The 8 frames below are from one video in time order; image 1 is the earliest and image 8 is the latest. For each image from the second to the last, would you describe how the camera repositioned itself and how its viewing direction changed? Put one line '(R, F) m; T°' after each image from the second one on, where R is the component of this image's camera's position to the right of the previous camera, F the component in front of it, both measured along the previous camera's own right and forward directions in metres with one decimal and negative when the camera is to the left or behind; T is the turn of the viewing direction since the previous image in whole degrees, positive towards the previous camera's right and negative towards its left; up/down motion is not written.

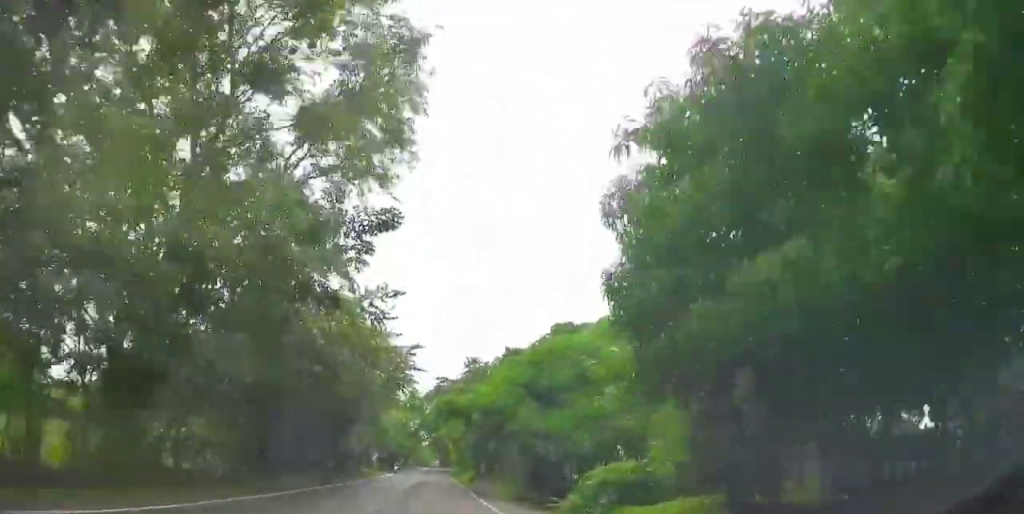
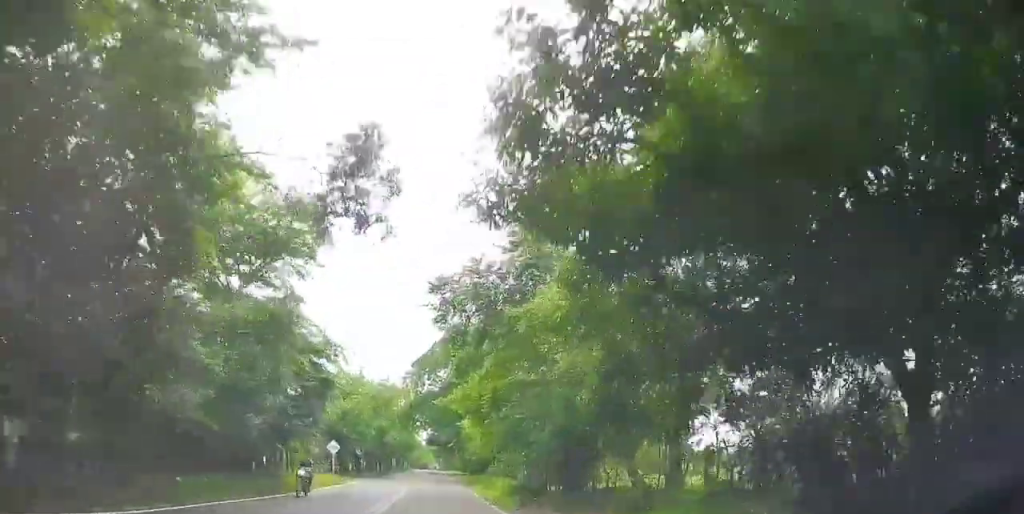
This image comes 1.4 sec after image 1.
(0.0, +31.0) m; 0°
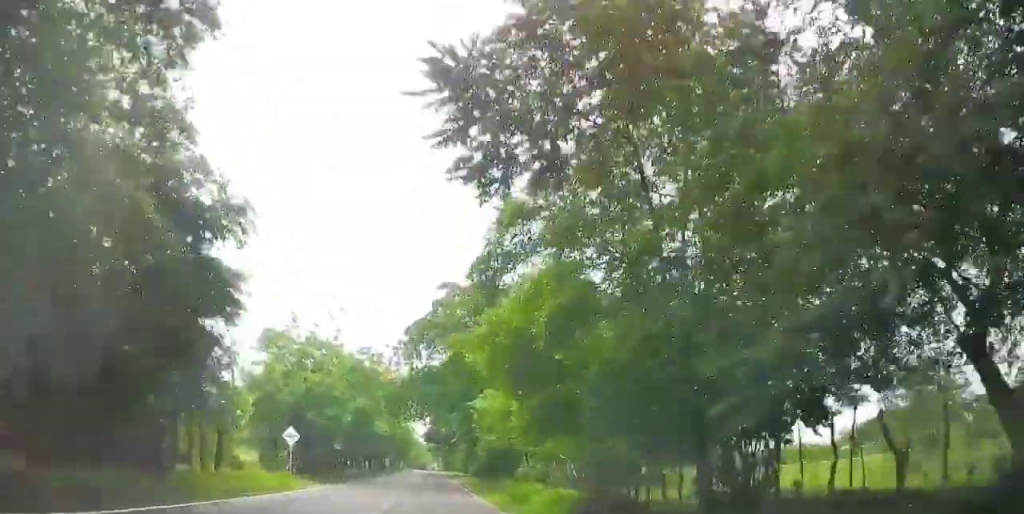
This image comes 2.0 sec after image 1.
(0.0, +13.0) m; 0°
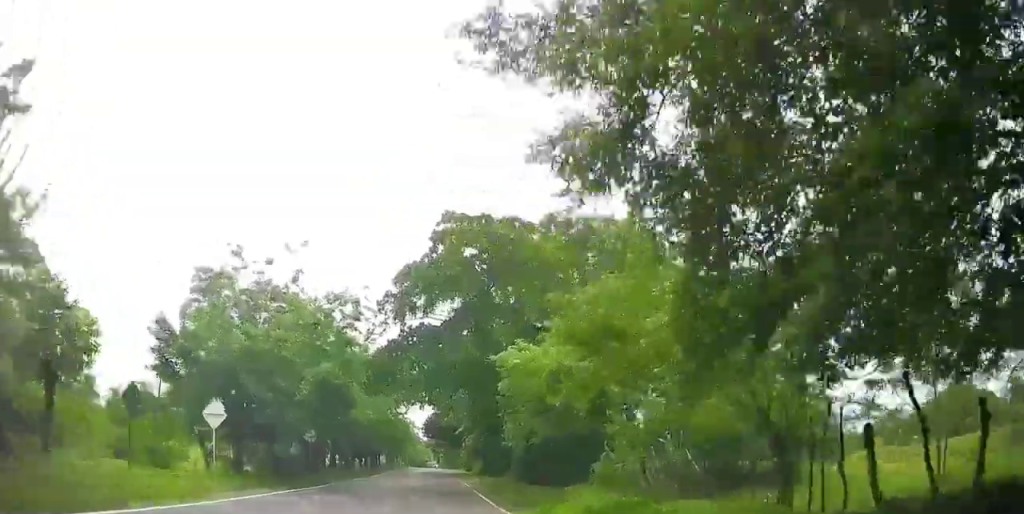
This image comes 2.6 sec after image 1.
(0.0, +11.3) m; 0°
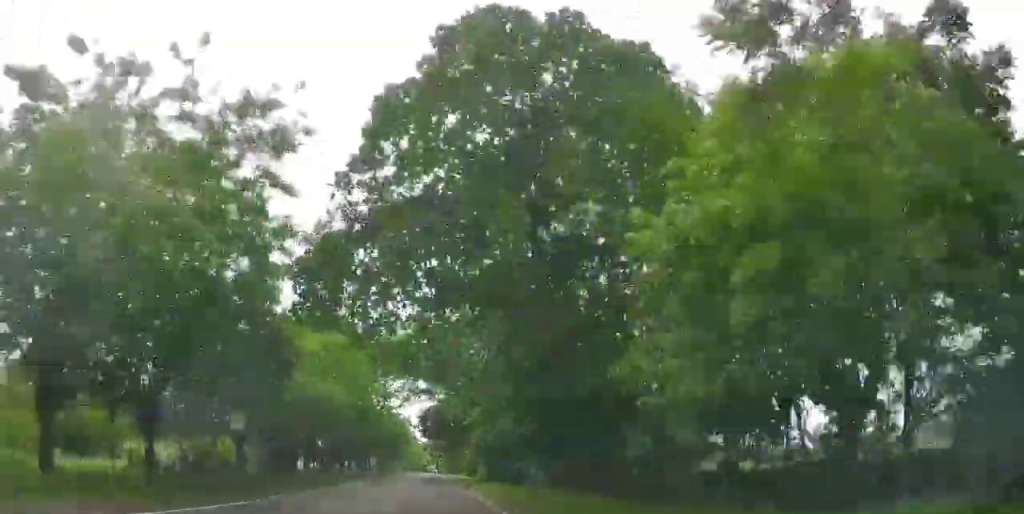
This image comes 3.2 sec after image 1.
(0.0, +13.9) m; 0°
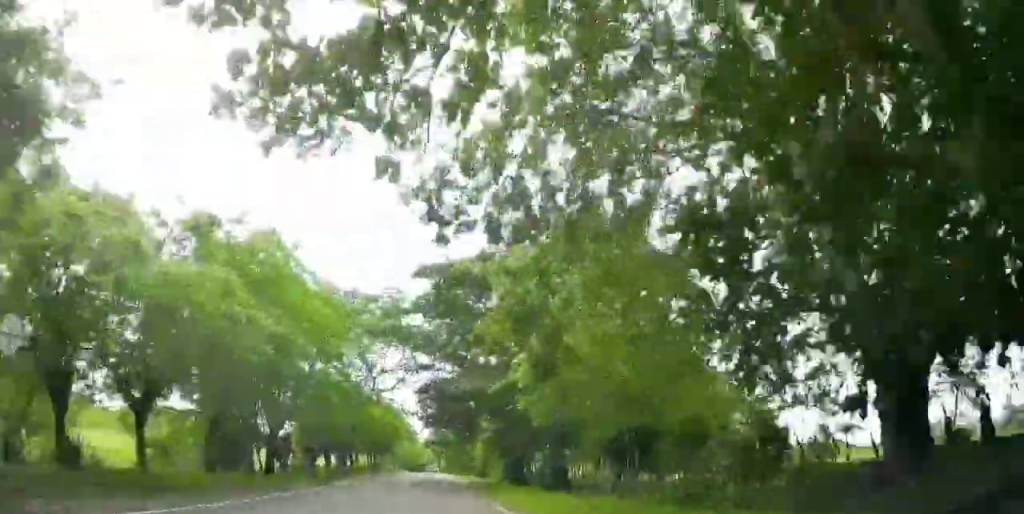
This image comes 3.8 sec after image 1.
(0.0, +13.9) m; 0°
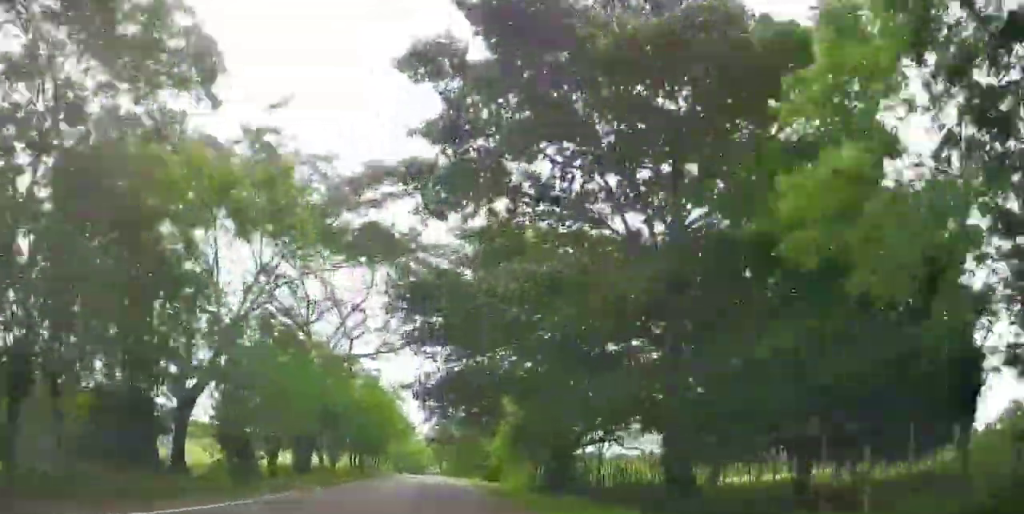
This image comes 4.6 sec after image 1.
(0.0, +16.5) m; 0°
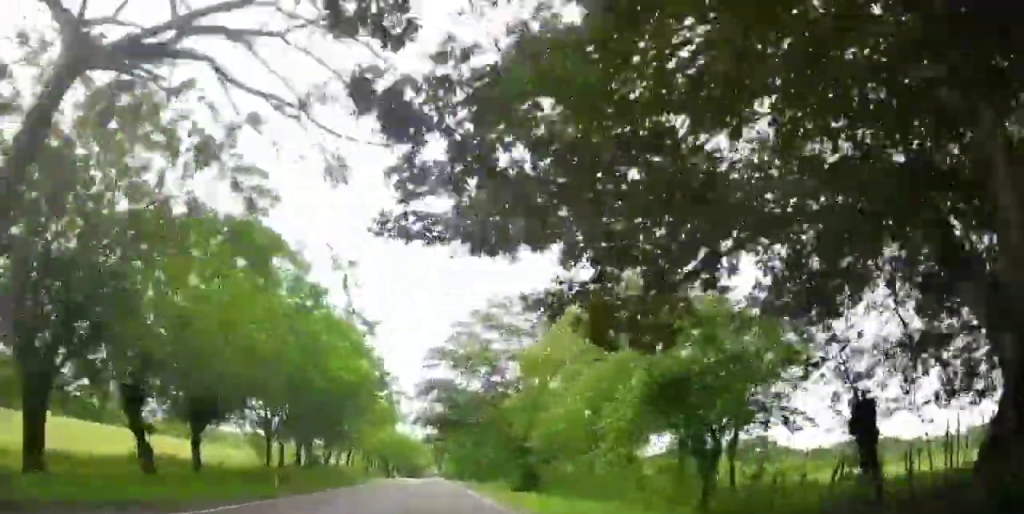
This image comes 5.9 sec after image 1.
(0.0, +27.9) m; 0°
